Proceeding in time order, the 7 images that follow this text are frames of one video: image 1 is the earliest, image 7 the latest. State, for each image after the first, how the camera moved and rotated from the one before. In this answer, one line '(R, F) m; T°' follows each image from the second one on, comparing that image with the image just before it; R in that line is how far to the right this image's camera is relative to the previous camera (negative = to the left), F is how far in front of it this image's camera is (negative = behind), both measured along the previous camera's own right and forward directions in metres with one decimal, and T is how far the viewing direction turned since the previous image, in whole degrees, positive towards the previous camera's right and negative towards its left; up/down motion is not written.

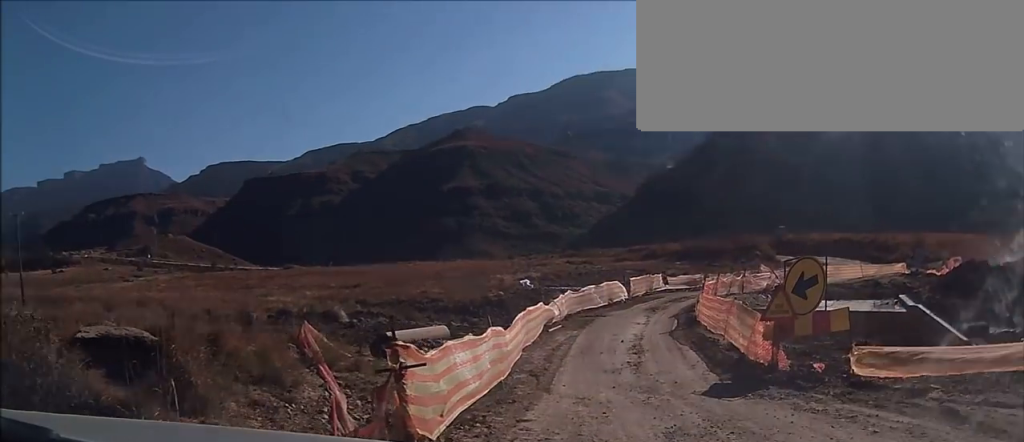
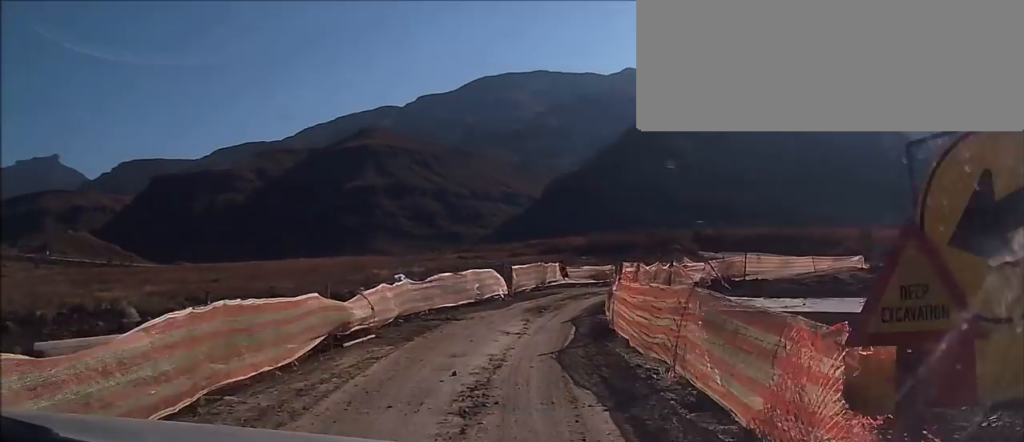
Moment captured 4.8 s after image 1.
(+0.3, +10.4) m; +5°
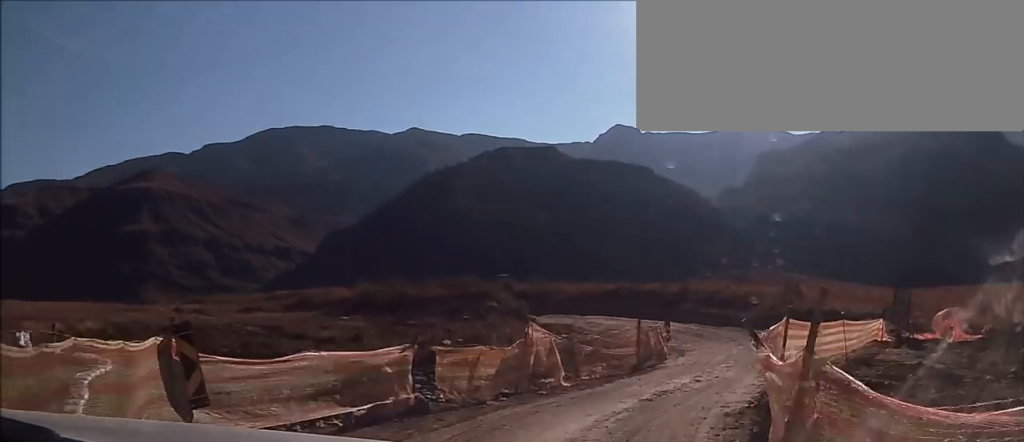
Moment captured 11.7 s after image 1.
(+0.7, +19.5) m; +5°
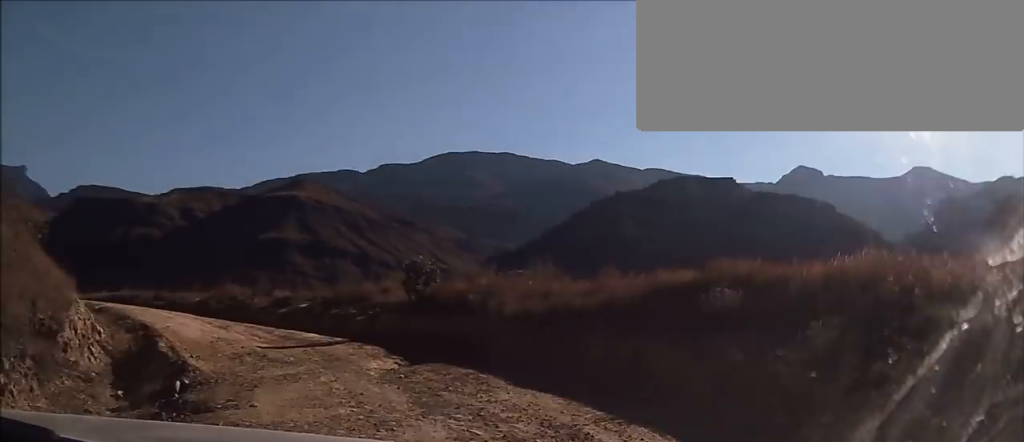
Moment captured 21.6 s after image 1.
(-4.2, +32.7) m; -33°
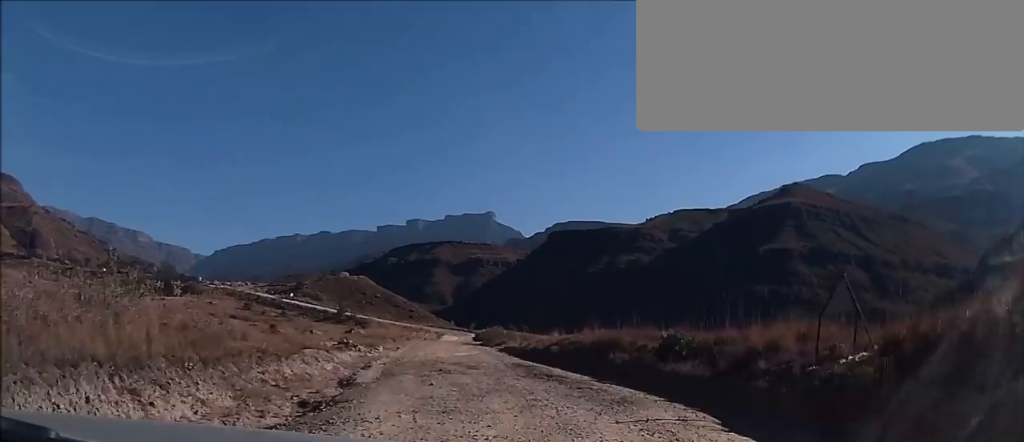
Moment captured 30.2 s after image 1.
(-12.7, +31.8) m; -28°
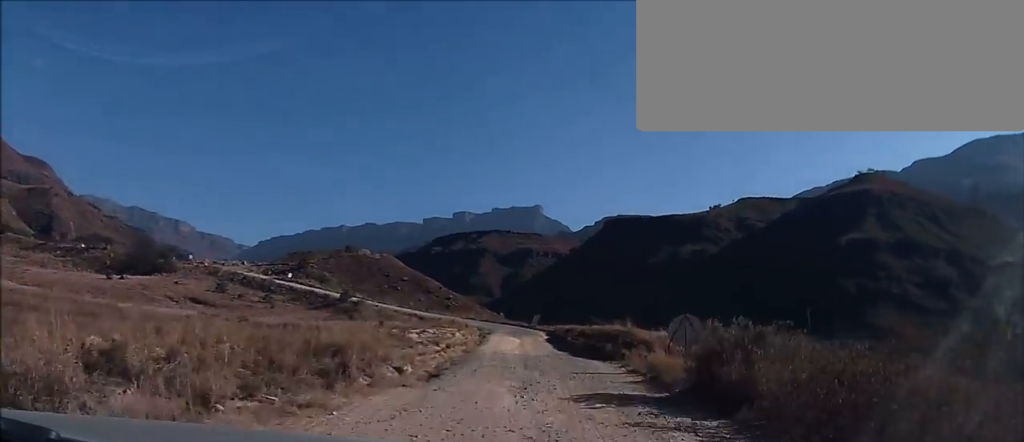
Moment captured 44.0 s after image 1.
(-6.0, +62.7) m; -4°
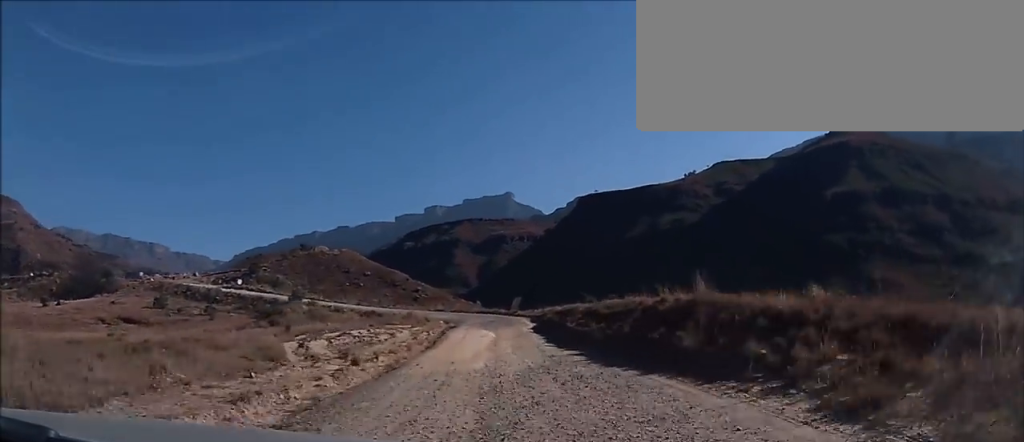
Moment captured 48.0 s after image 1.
(+0.6, +19.7) m; 0°
